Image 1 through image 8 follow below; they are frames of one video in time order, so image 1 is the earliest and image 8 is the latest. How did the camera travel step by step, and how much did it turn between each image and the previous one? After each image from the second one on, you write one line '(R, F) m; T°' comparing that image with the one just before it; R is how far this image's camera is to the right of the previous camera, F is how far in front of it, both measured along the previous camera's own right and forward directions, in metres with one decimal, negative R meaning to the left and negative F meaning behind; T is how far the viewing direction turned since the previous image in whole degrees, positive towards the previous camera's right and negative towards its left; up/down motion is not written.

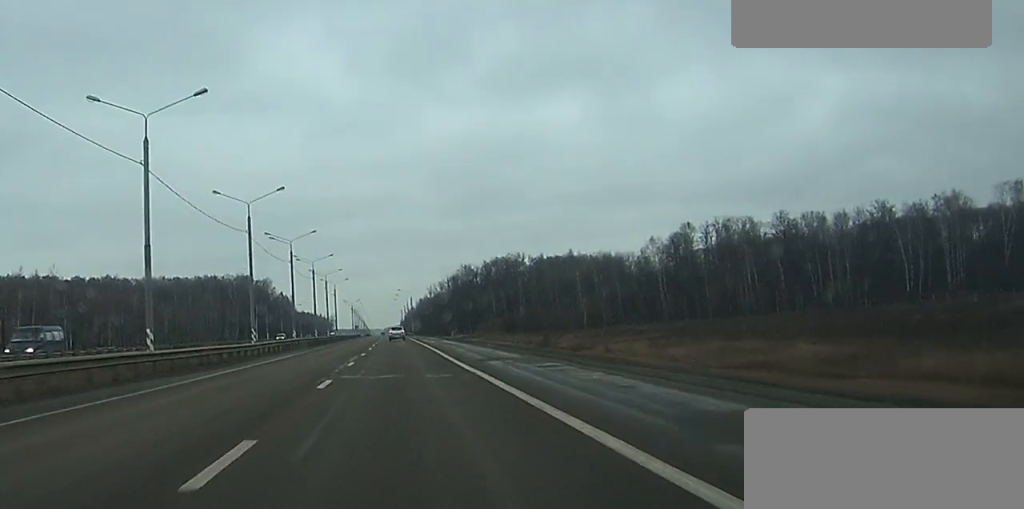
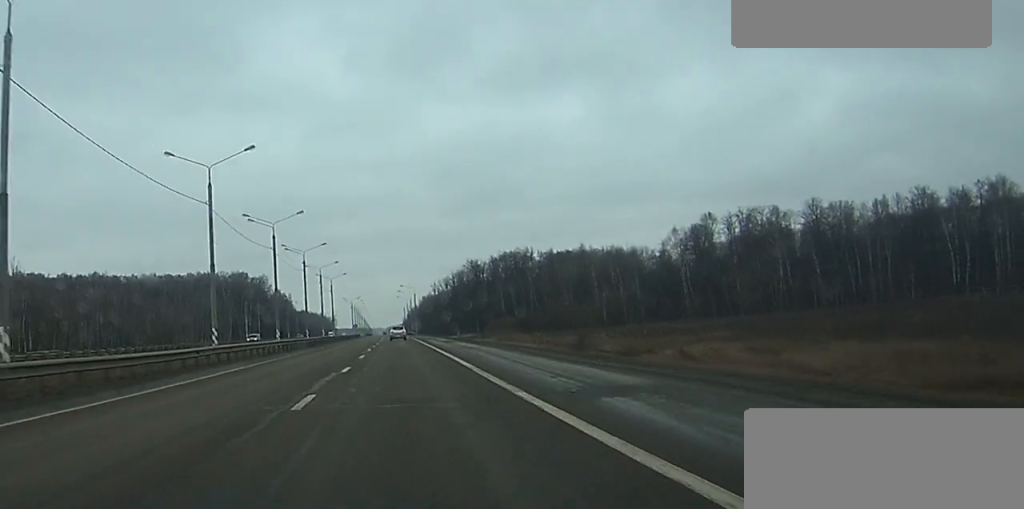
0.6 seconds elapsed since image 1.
(0.0, +17.2) m; 0°
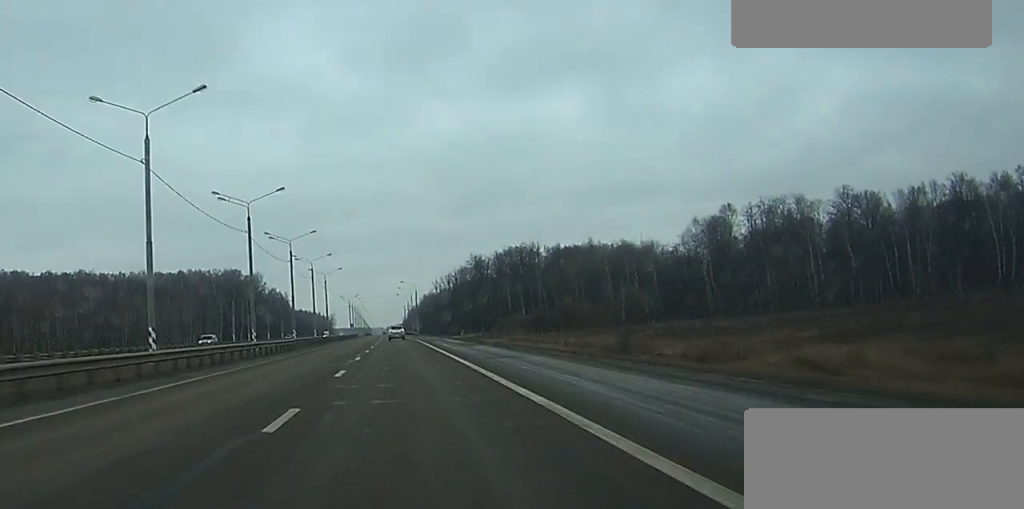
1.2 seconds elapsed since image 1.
(0.0, +15.4) m; 0°
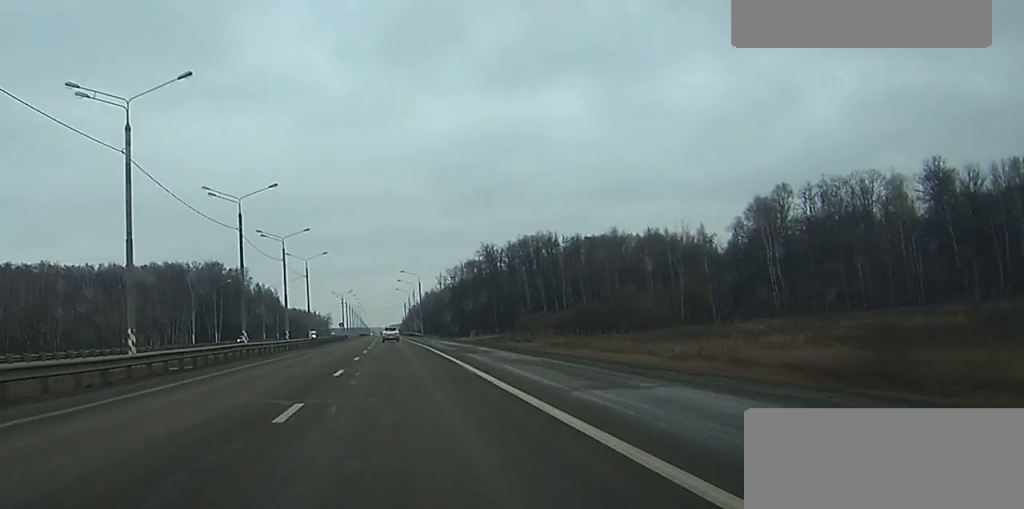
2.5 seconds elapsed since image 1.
(0.0, +35.3) m; 0°
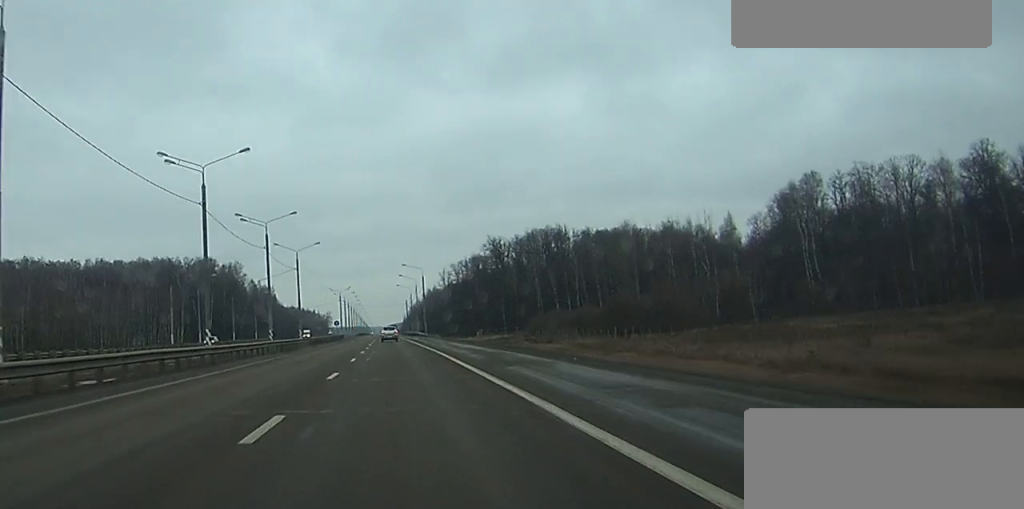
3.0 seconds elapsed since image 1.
(0.0, +14.5) m; 0°
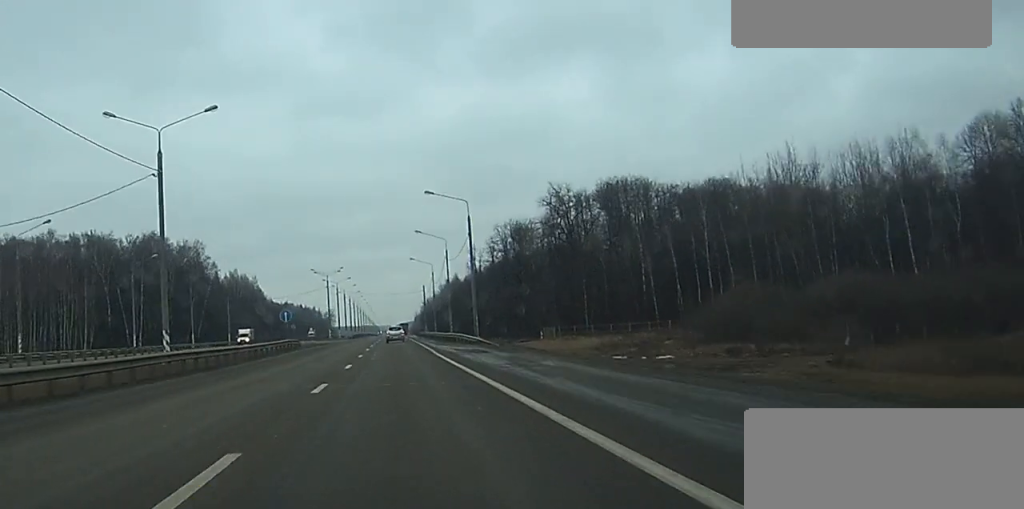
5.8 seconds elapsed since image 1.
(-0.6, +75.9) m; -1°
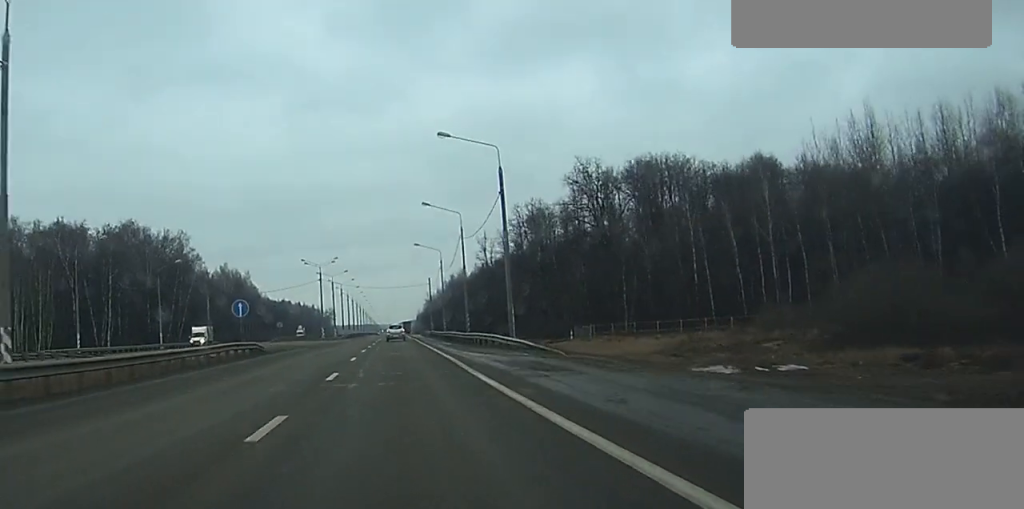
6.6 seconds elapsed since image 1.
(0.0, +19.8) m; 0°
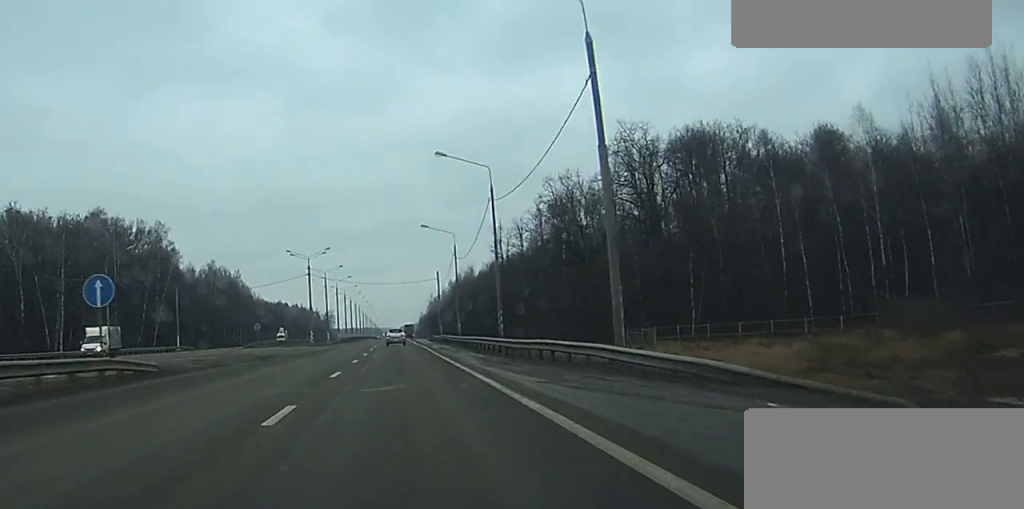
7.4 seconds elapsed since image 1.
(0.0, +22.5) m; 0°
